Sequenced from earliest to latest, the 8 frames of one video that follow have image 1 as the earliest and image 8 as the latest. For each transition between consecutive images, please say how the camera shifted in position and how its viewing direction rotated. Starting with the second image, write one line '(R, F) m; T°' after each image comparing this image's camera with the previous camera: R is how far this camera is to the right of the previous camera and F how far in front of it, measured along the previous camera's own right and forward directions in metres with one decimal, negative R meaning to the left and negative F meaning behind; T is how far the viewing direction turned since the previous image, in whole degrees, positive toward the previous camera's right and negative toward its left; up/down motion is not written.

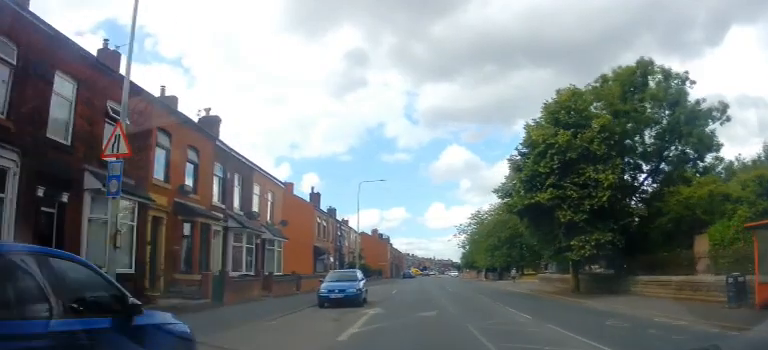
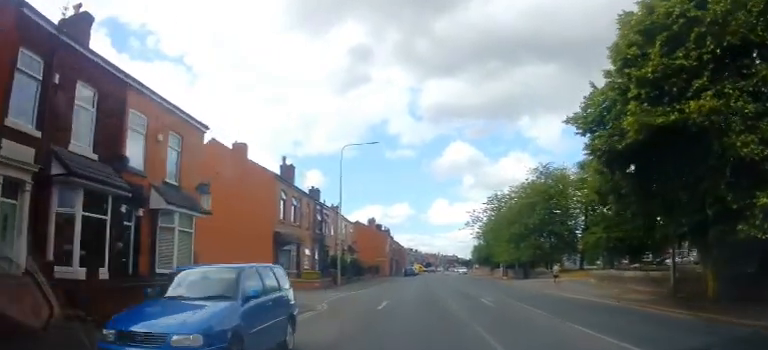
(-0.2, +13.1) m; 0°
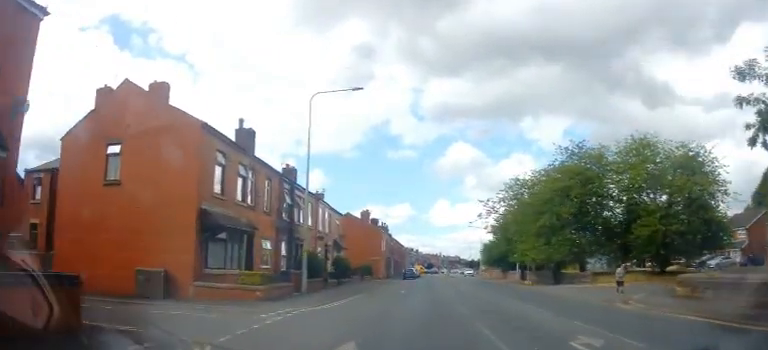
(+0.2, +10.5) m; 0°
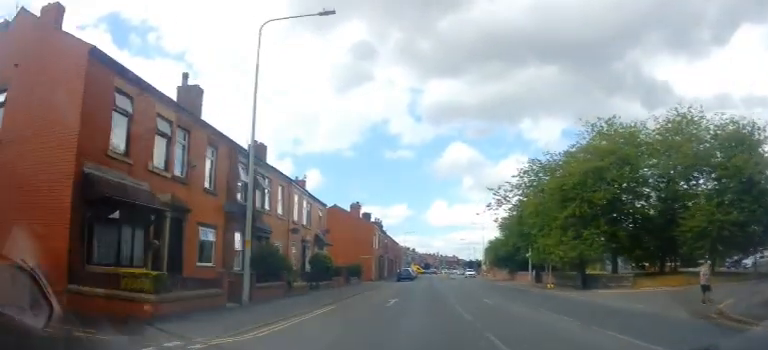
(-0.3, +7.6) m; 0°
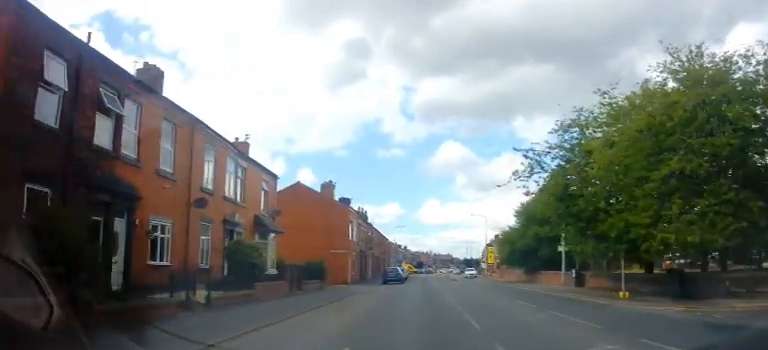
(+0.4, +13.4) m; +1°
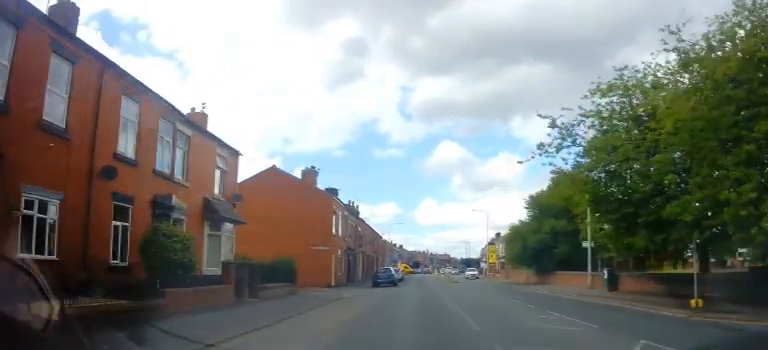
(-0.2, +6.3) m; 0°
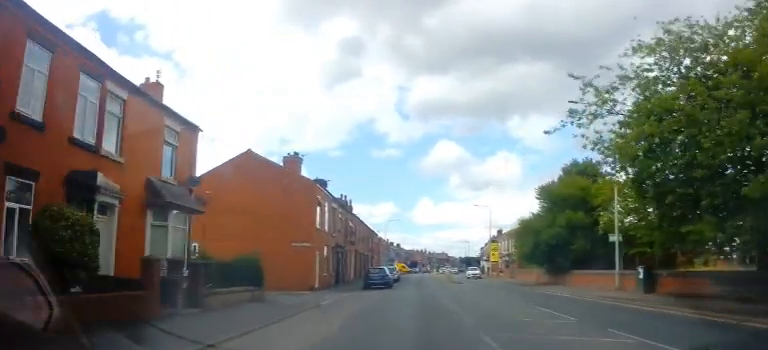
(-0.1, +4.8) m; 0°
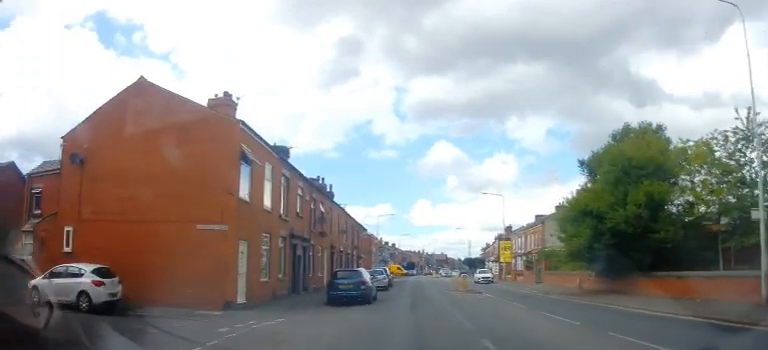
(+0.3, +12.1) m; +1°
